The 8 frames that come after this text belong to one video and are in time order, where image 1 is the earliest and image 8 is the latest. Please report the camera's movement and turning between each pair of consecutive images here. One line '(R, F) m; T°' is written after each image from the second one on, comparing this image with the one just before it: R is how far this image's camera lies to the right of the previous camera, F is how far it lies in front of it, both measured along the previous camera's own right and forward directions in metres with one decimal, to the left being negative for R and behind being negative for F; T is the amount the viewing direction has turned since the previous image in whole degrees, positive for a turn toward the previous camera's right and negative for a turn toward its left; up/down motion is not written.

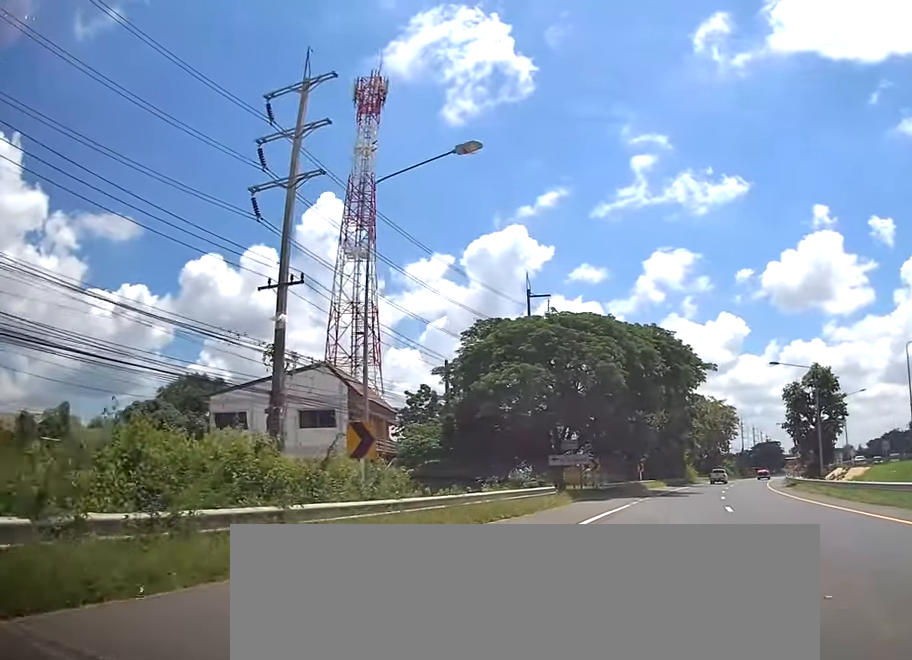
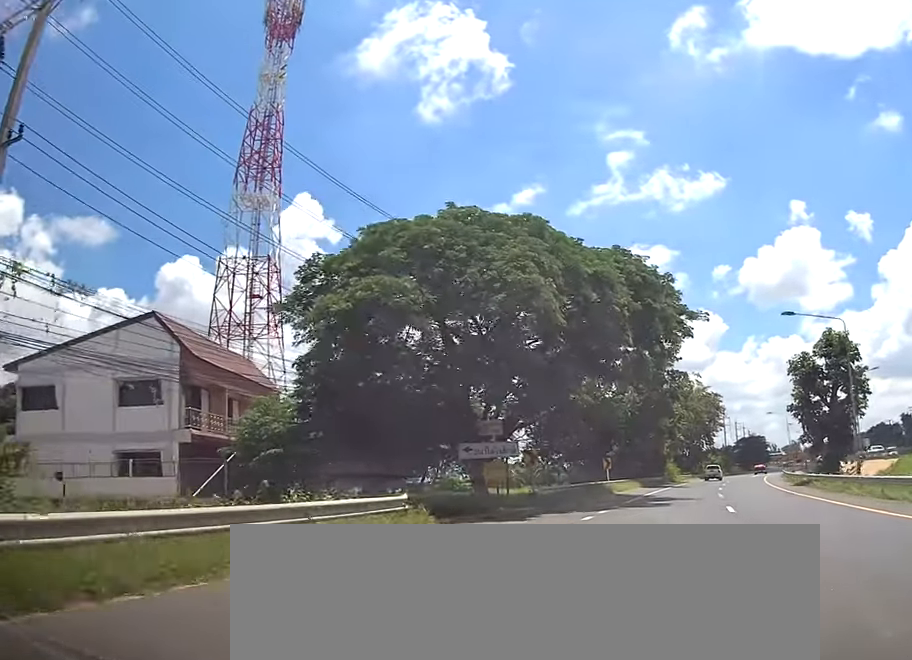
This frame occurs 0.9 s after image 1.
(+0.5, +15.3) m; +2°
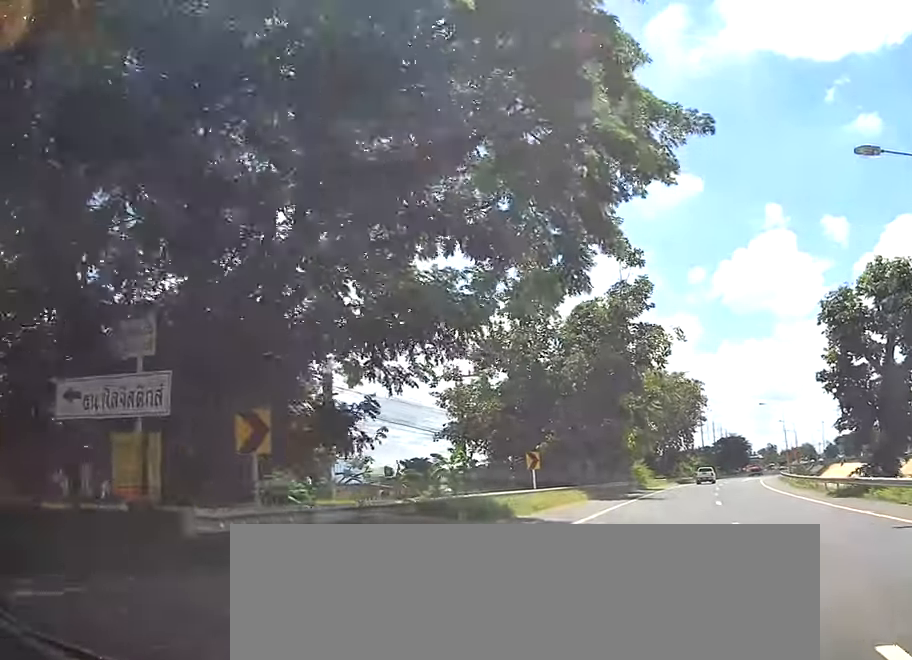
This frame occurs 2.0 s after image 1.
(+0.1, +19.6) m; +1°
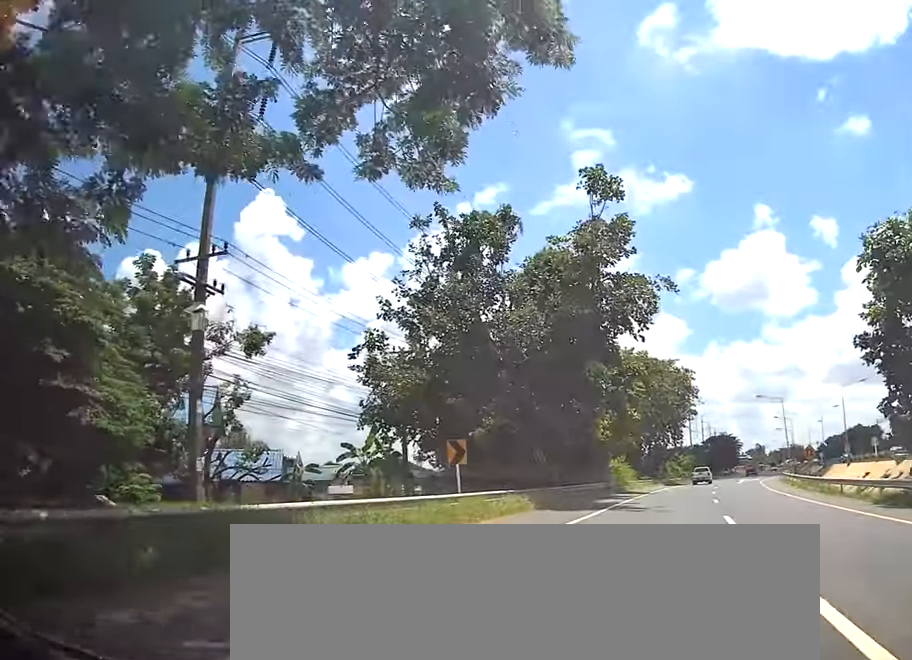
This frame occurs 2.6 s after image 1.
(+0.2, +9.9) m; 0°
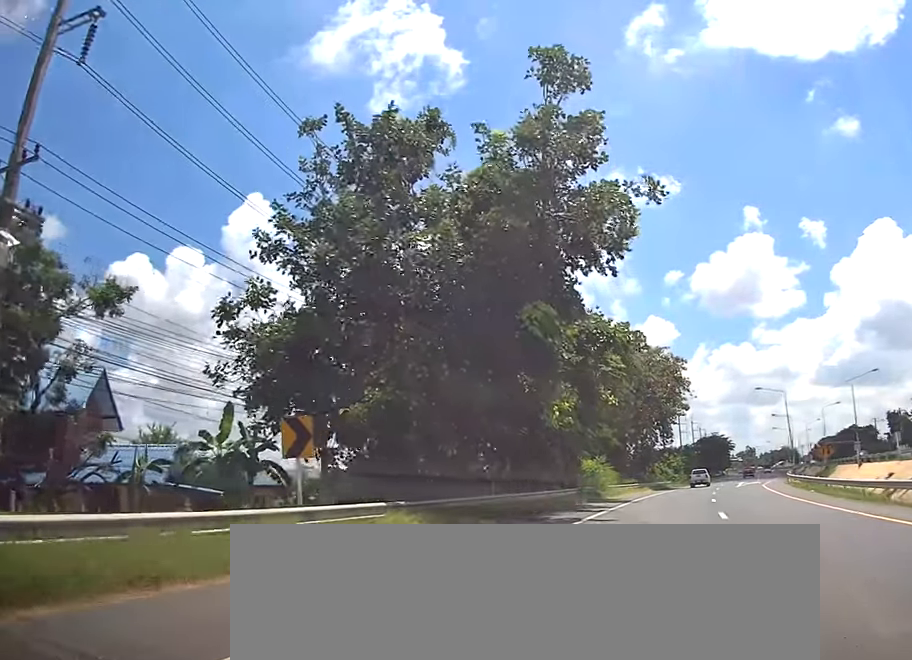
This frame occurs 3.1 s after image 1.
(-0.1, +9.3) m; 0°
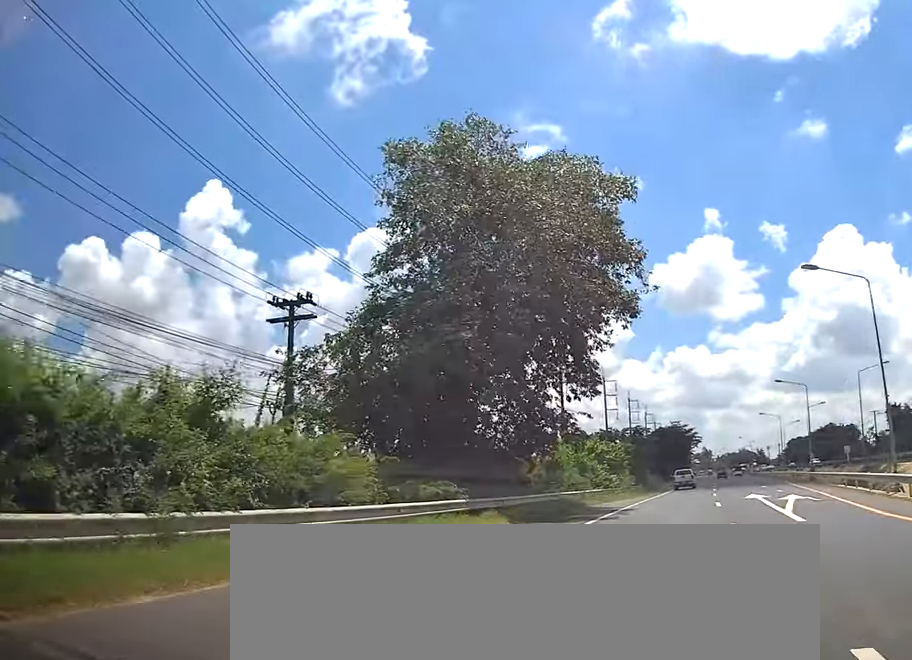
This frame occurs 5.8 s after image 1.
(+0.7, +41.6) m; +7°
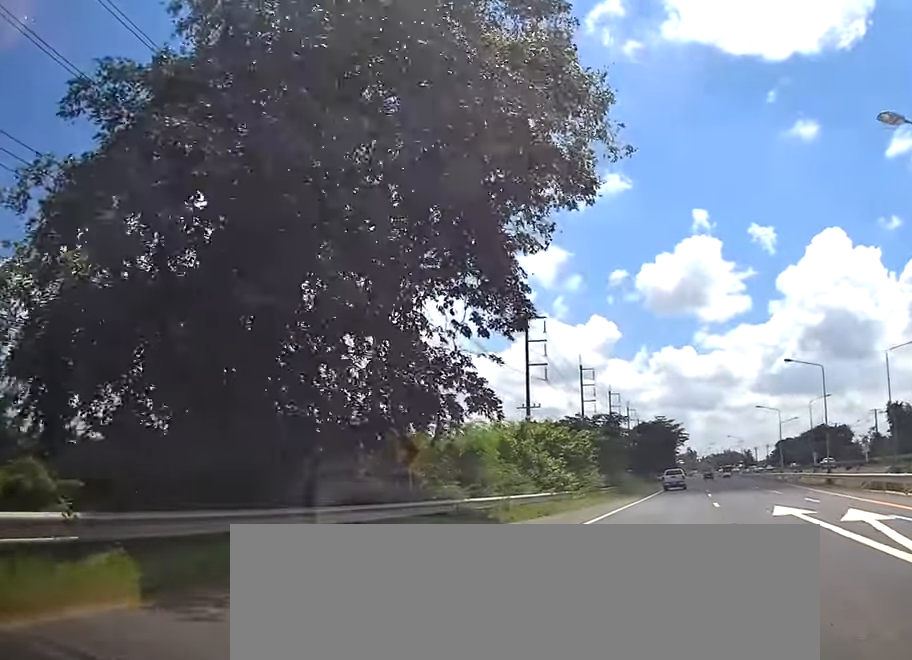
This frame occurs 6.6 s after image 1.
(+1.0, +12.6) m; +3°
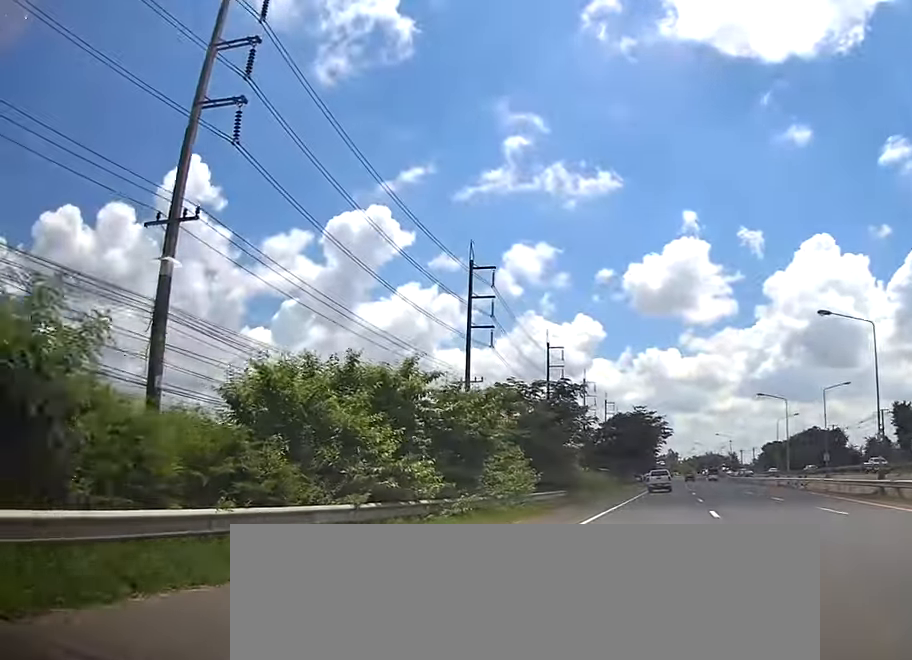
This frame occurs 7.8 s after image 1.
(-0.2, +16.7) m; 0°
